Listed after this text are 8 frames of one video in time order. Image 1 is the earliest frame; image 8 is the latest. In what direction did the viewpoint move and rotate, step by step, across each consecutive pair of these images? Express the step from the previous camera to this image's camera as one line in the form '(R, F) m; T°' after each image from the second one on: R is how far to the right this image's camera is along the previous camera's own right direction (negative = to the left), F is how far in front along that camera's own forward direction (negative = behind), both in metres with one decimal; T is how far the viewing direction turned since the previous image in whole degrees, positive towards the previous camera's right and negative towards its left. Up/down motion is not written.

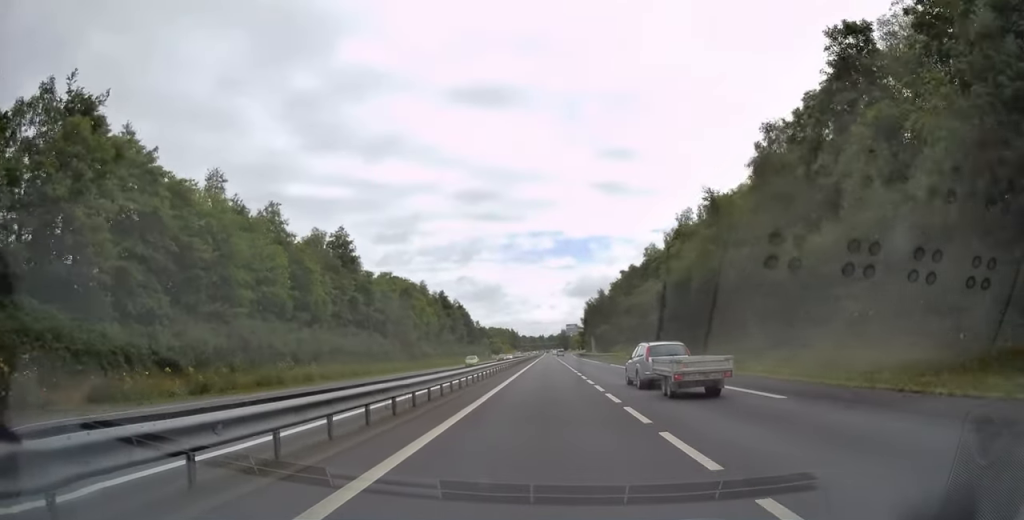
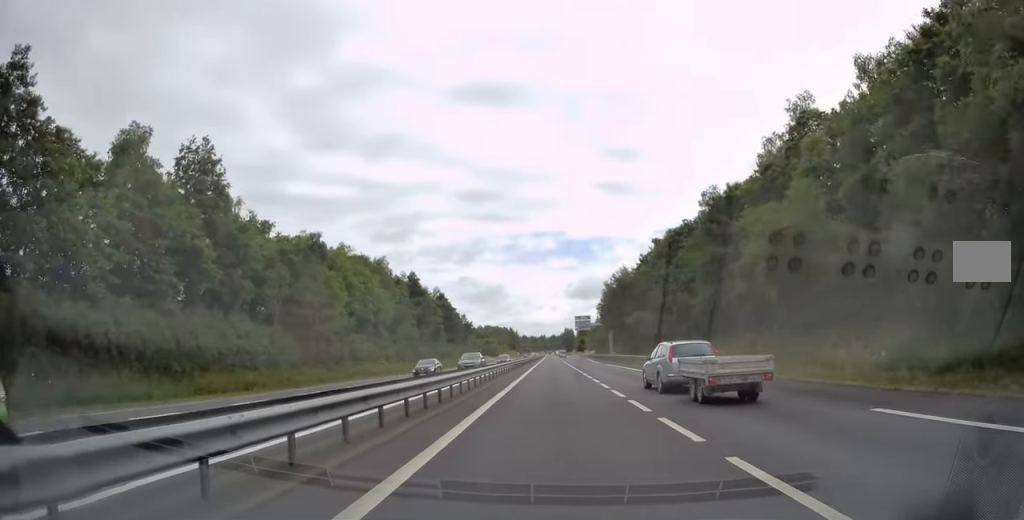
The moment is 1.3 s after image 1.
(-0.1, +42.3) m; 0°
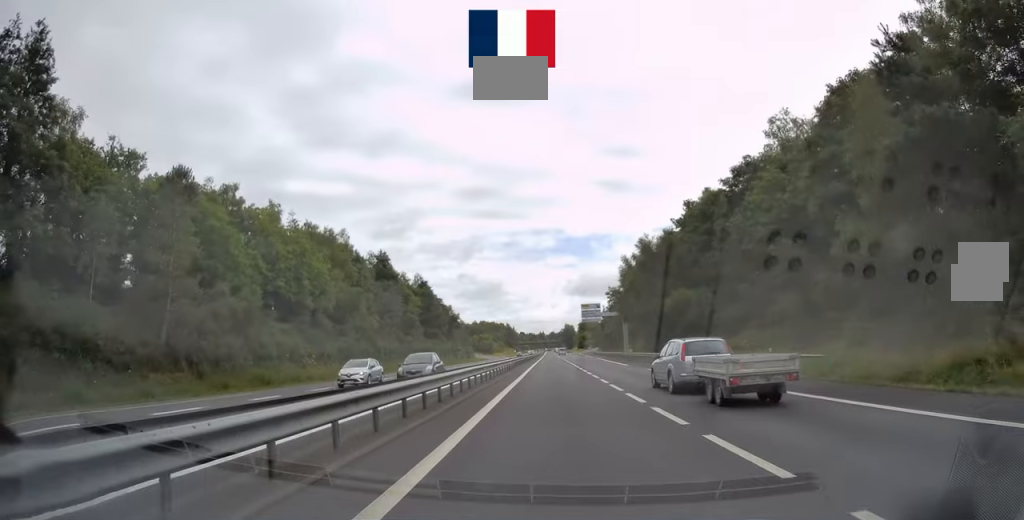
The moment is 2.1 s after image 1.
(0.0, +24.8) m; 0°
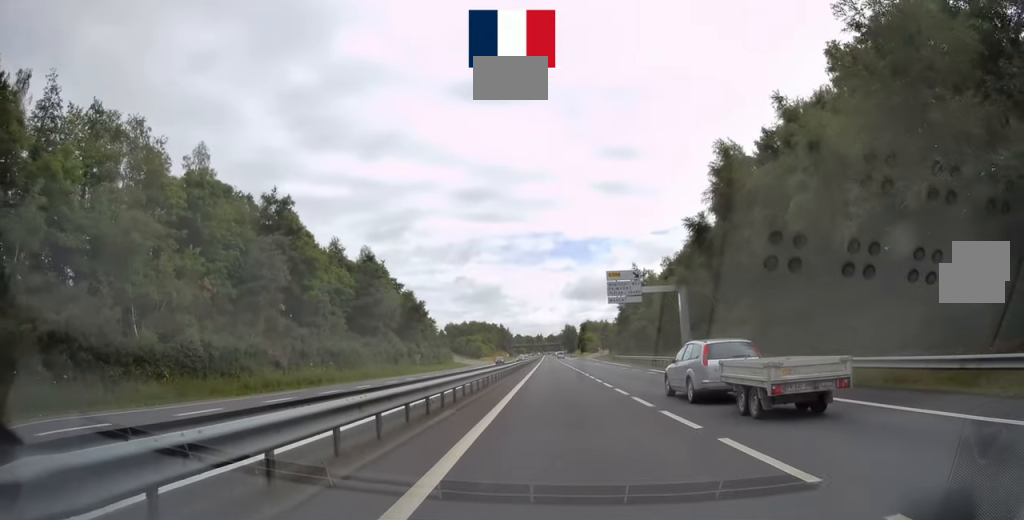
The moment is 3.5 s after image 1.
(+0.3, +44.4) m; +1°
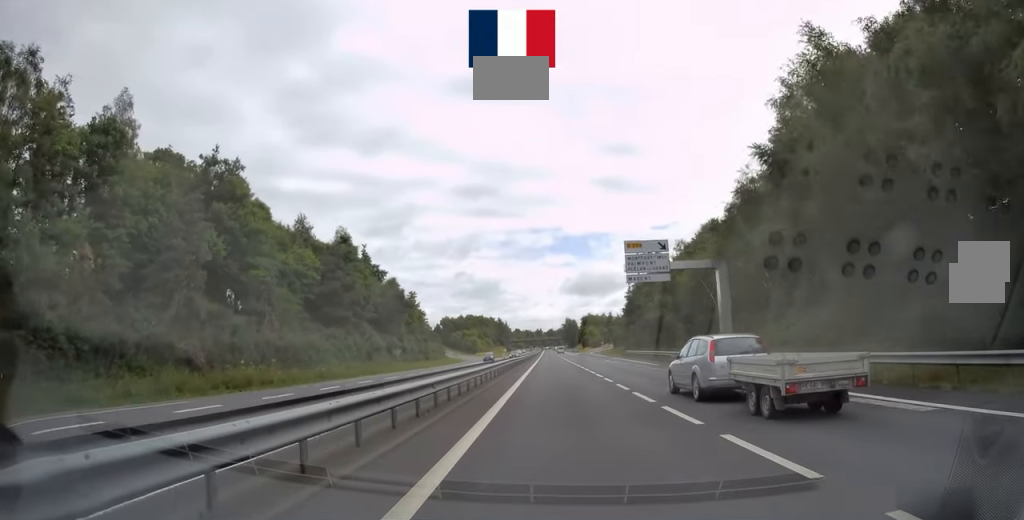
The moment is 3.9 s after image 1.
(+0.2, +13.2) m; 0°
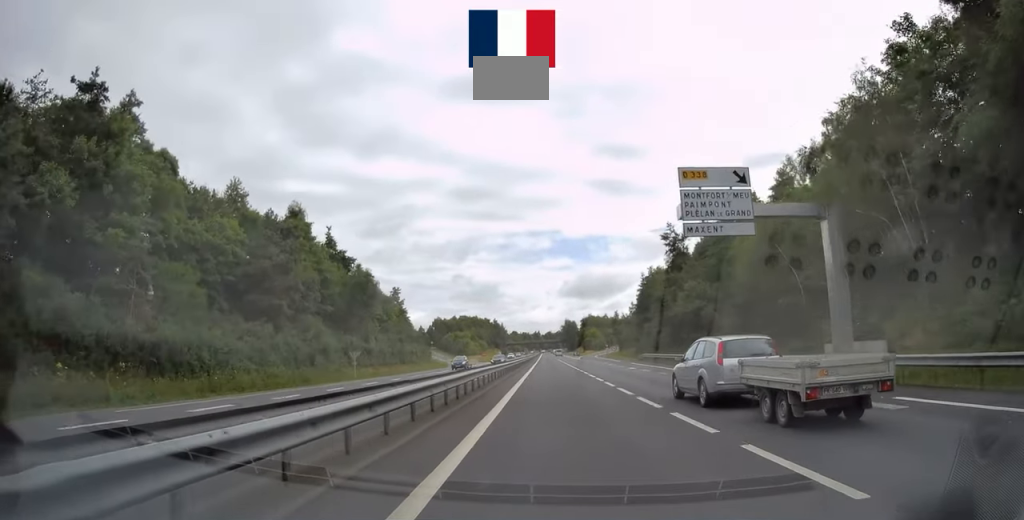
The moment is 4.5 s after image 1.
(-0.2, +18.6) m; 0°
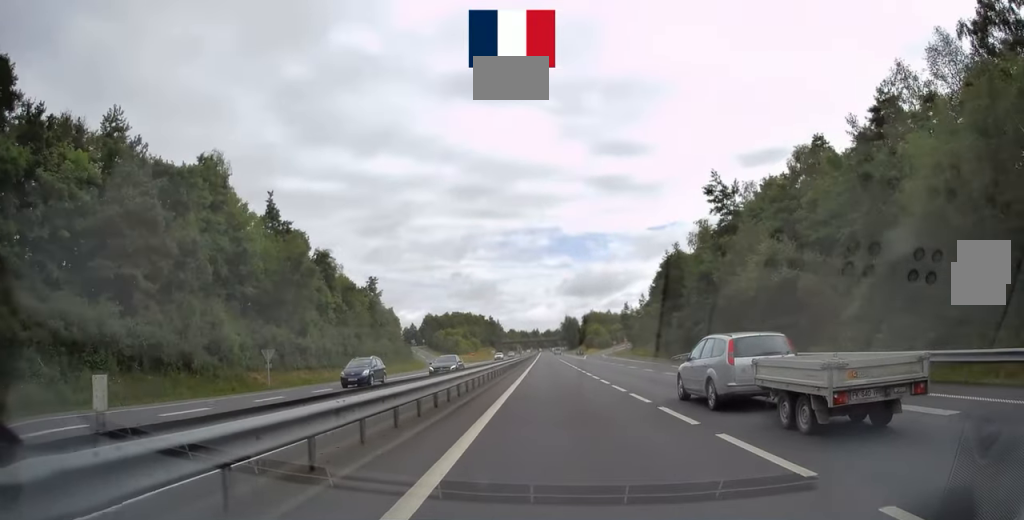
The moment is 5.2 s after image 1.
(-0.1, +21.2) m; 0°
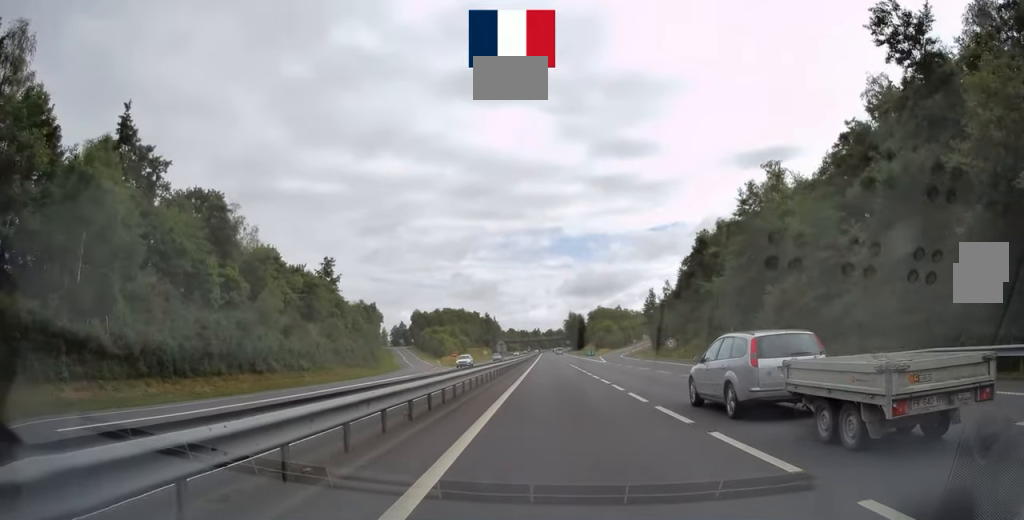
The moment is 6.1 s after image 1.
(0.0, +30.8) m; 0°
